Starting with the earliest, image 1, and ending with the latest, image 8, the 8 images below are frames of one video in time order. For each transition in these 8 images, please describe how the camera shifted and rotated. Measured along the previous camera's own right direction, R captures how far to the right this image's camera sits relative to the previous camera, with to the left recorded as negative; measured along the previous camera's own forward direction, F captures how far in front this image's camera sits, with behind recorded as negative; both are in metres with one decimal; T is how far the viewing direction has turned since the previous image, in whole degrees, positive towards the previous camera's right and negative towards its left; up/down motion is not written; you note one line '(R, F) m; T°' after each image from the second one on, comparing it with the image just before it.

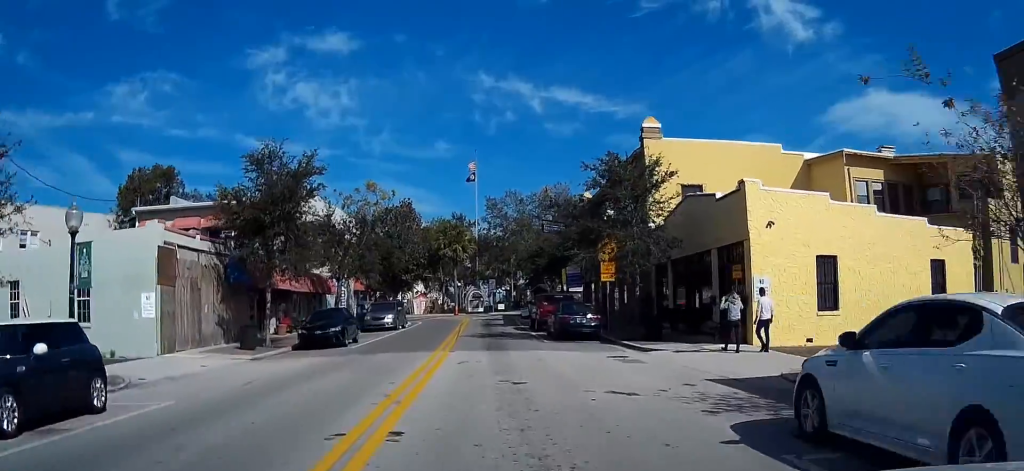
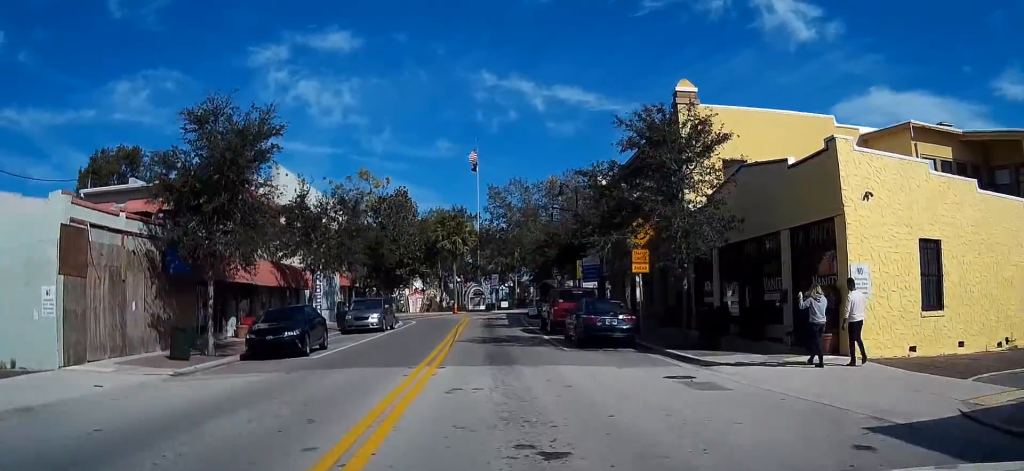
(0.0, +6.3) m; 0°
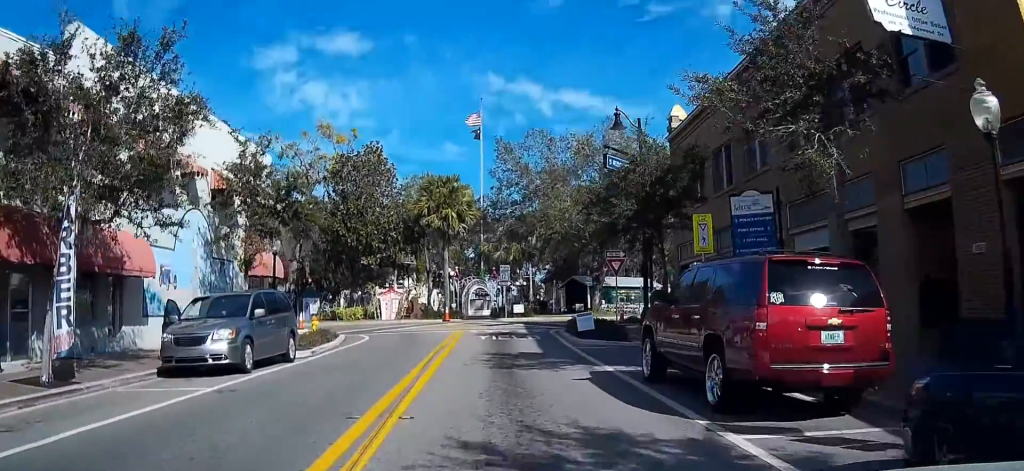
(-0.1, +21.0) m; 0°
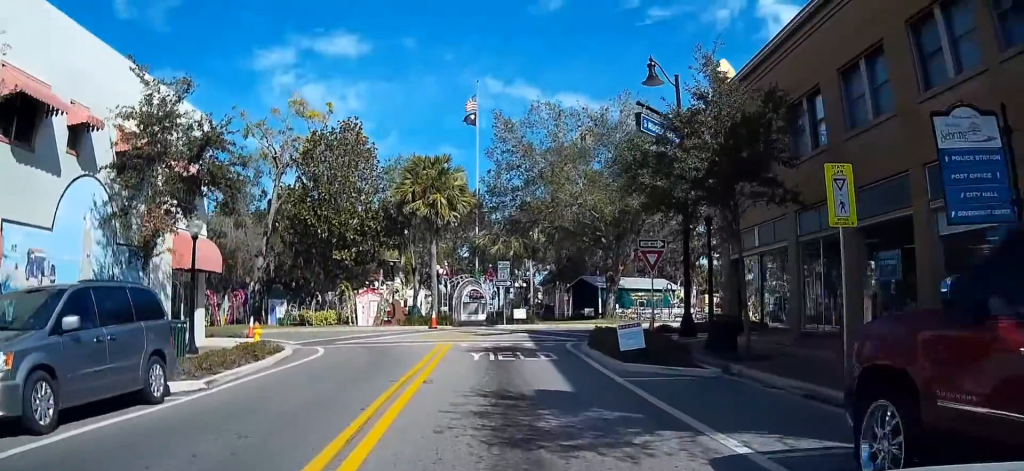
(0.0, +7.3) m; 0°
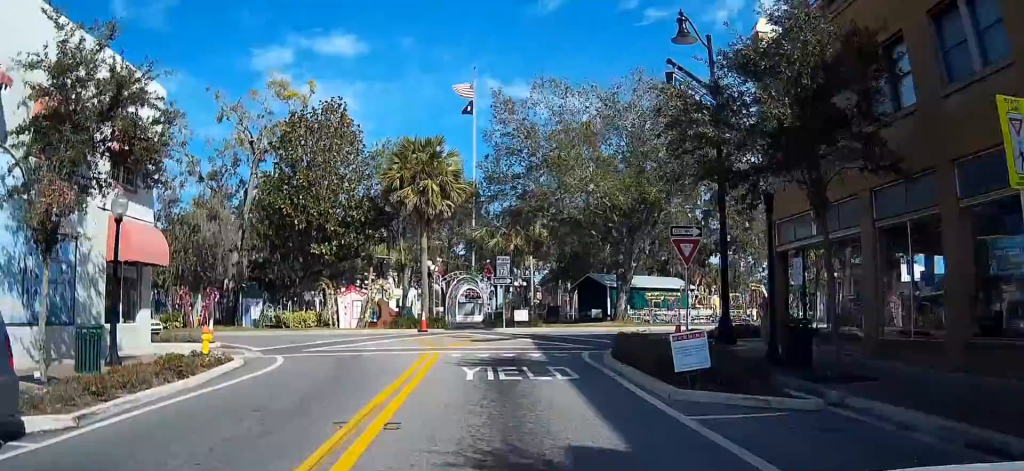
(+0.1, +4.5) m; 0°
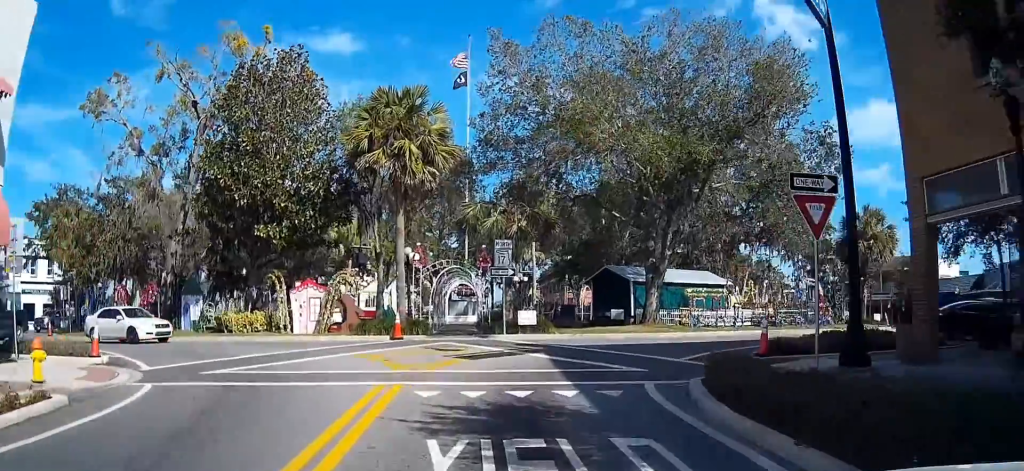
(-0.2, +8.1) m; -1°
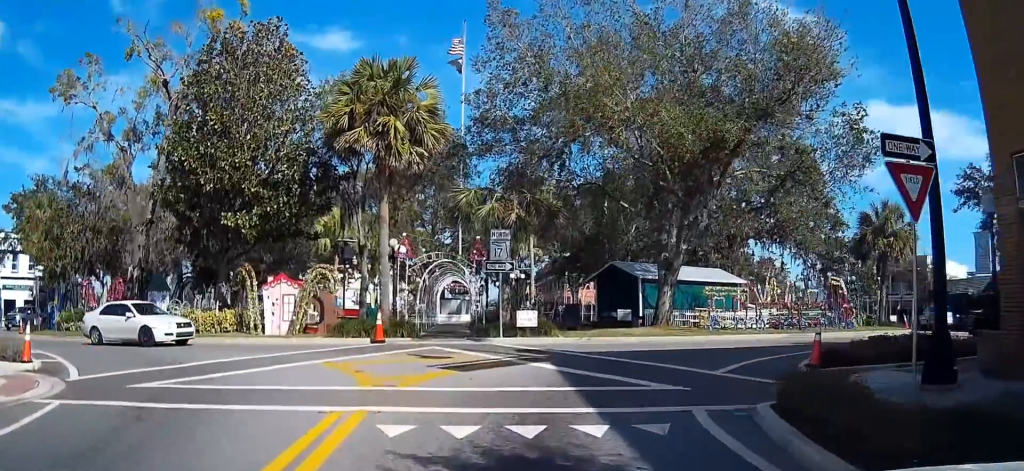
(0.0, +3.1) m; 0°
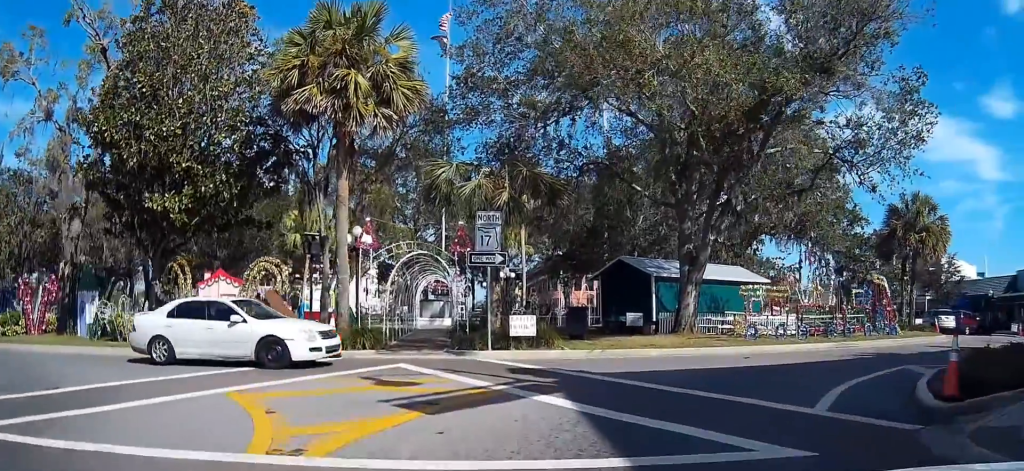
(+0.1, +5.3) m; +4°
